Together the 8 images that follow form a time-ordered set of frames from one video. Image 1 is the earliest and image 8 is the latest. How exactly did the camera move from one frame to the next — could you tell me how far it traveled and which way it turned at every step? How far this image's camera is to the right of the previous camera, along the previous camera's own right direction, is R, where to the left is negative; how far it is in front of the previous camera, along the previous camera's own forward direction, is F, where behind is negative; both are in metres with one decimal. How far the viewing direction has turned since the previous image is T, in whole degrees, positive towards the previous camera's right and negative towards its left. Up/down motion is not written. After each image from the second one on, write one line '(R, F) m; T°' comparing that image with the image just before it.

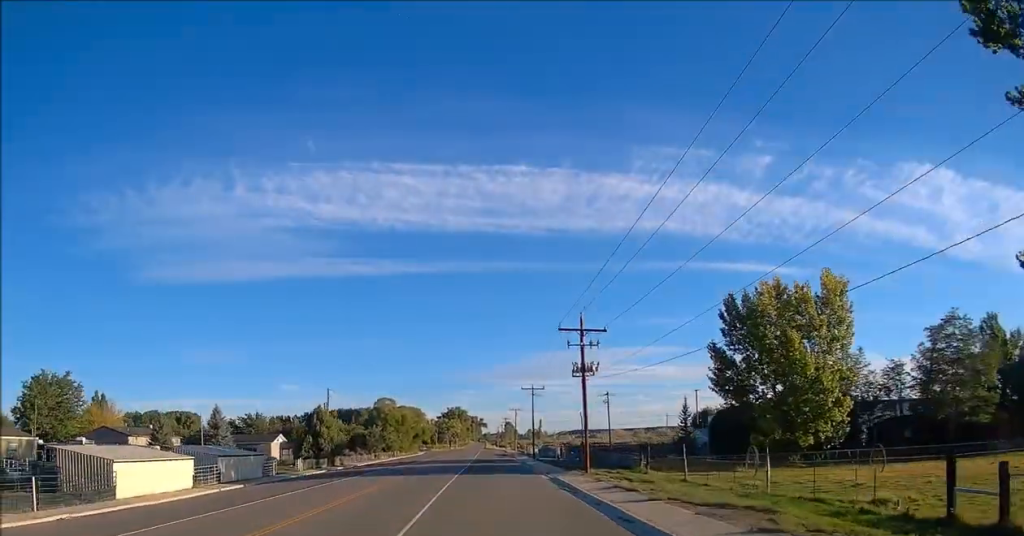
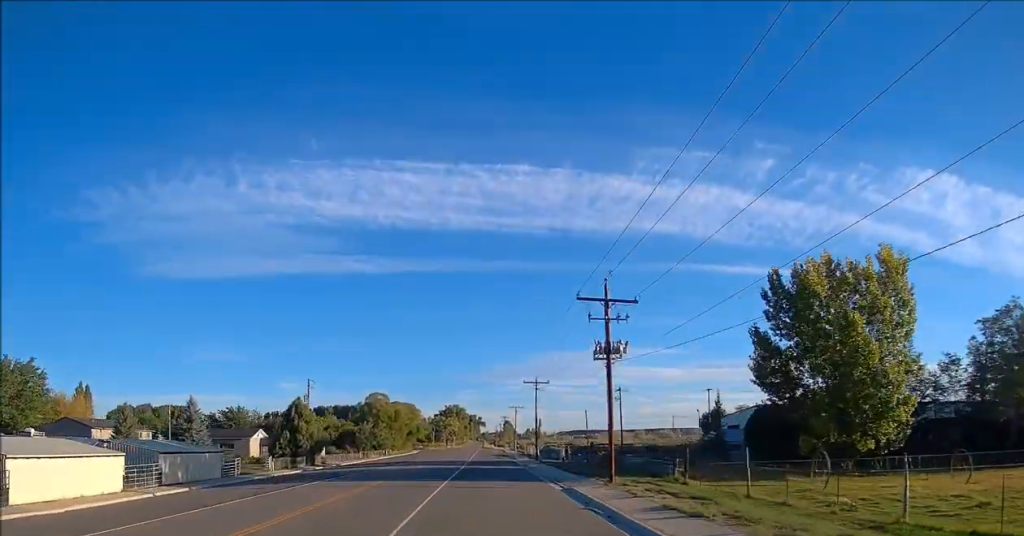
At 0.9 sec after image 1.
(0.0, +9.5) m; 0°
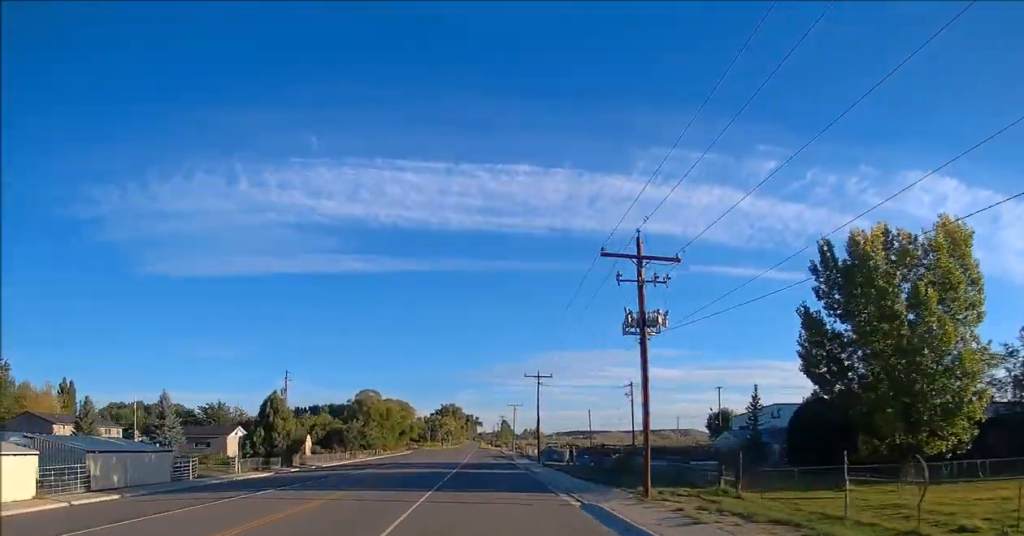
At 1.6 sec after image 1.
(0.0, +8.1) m; 0°
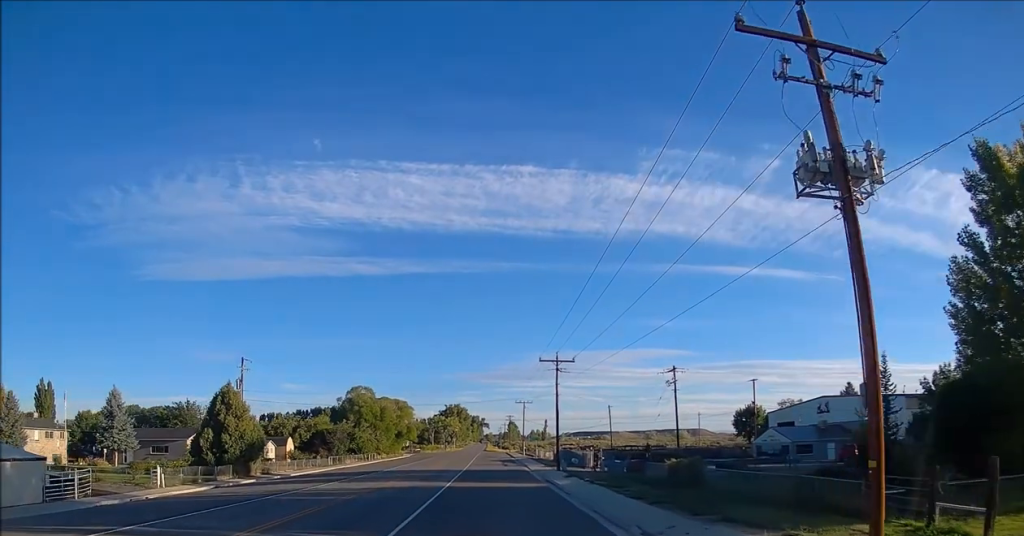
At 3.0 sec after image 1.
(0.0, +15.3) m; 0°
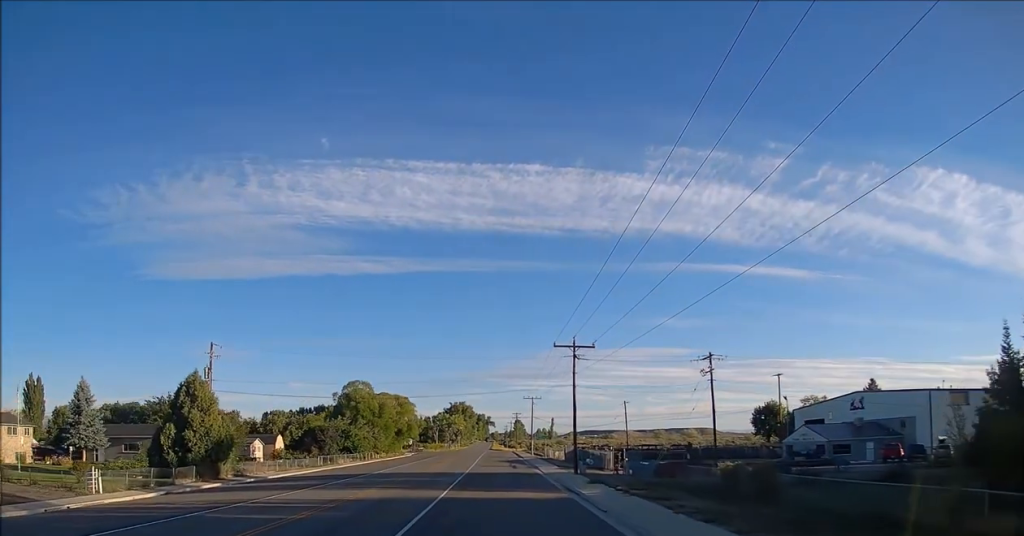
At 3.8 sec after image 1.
(0.0, +8.7) m; 0°
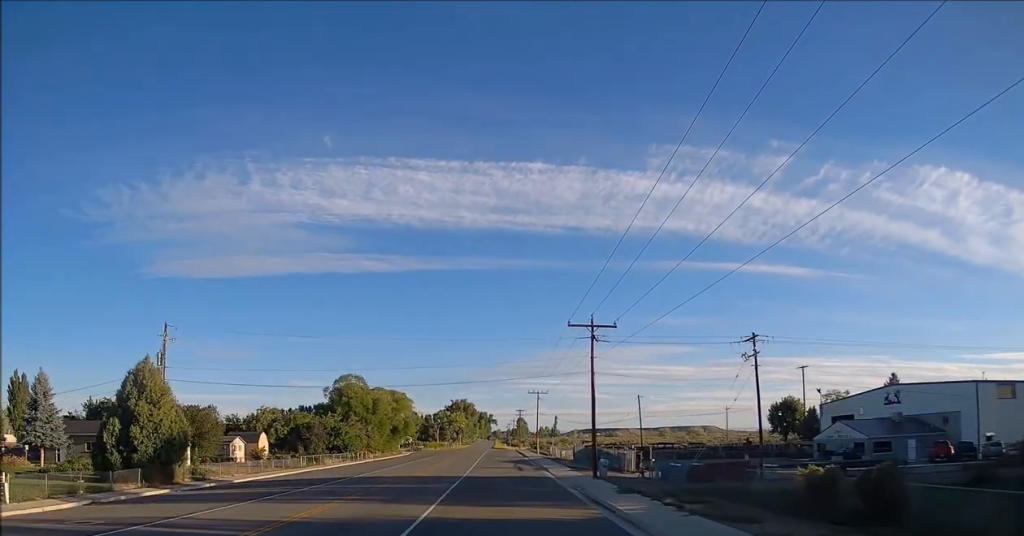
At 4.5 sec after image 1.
(0.0, +8.3) m; 0°
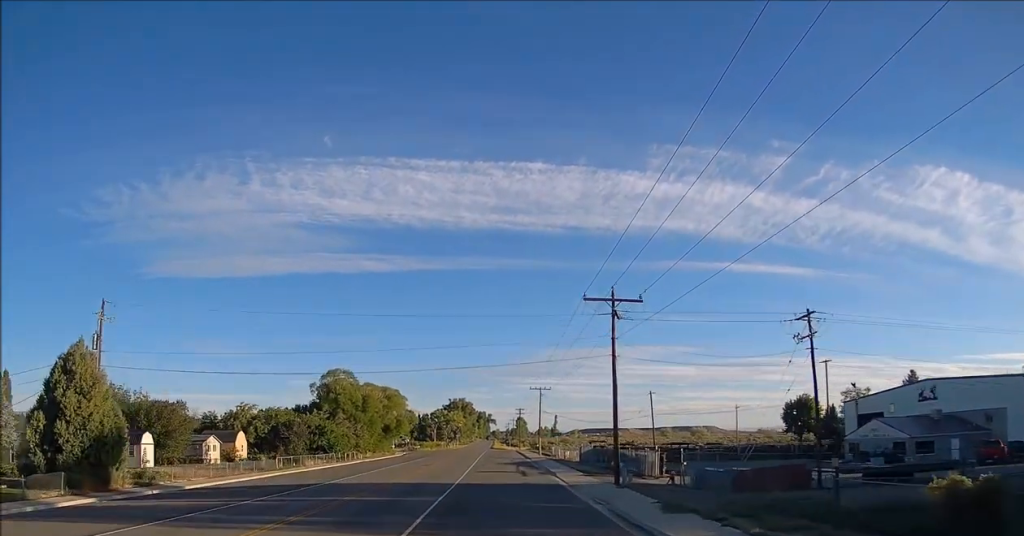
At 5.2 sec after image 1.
(0.0, +7.7) m; 0°
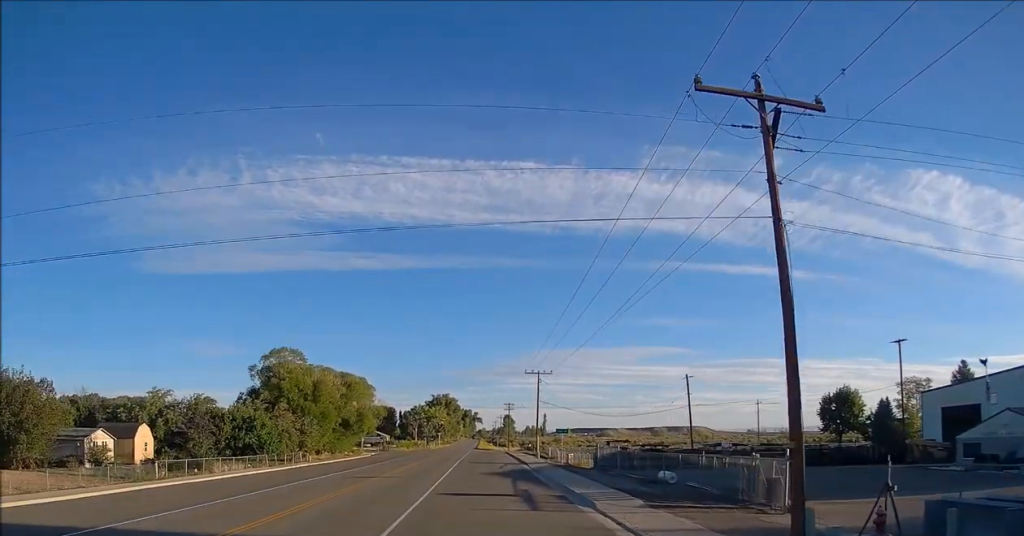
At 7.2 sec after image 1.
(0.0, +21.1) m; 0°
